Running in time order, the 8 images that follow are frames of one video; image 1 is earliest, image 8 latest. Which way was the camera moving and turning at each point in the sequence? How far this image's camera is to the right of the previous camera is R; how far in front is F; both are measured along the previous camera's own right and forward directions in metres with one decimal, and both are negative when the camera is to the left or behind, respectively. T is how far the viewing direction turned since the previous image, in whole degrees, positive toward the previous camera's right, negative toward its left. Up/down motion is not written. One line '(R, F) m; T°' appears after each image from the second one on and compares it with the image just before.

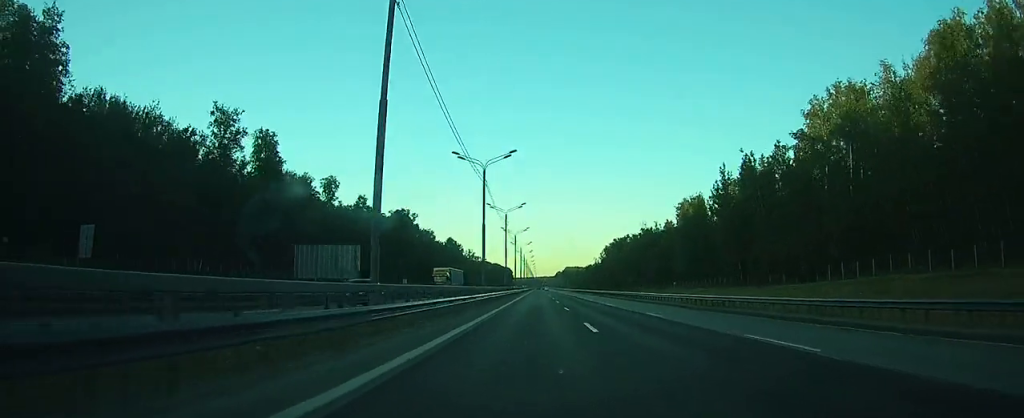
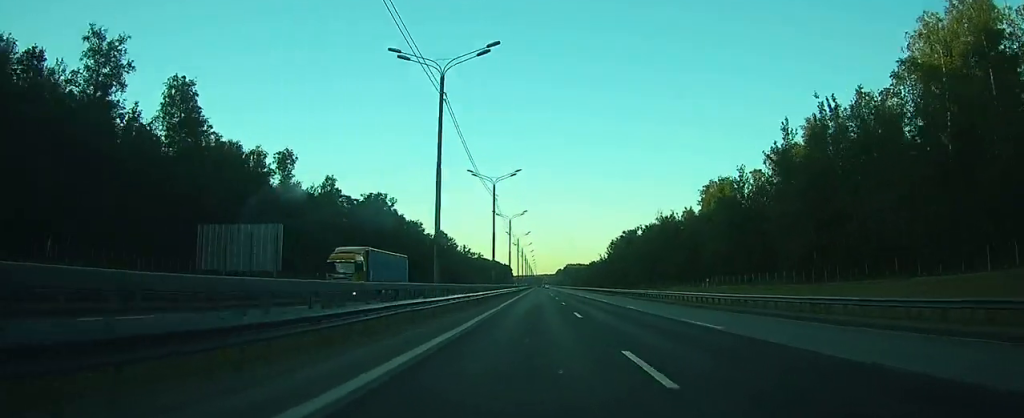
(0.0, +25.5) m; 0°
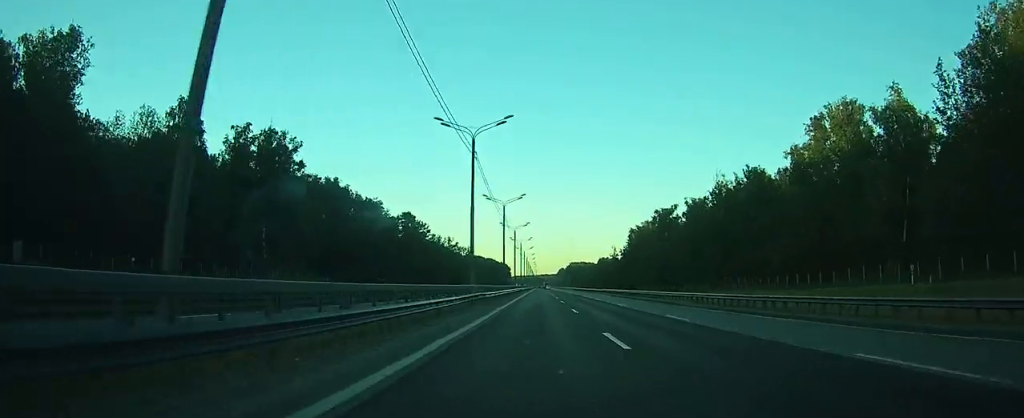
(0.0, +59.4) m; 0°
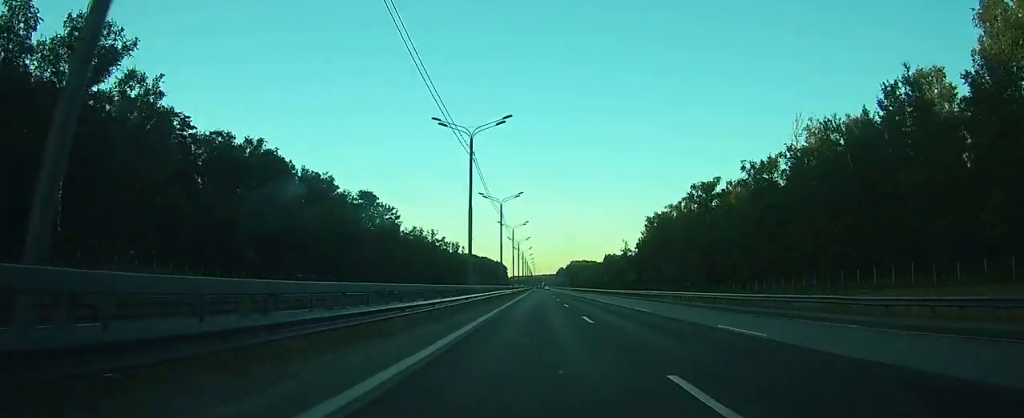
(-0.1, +39.6) m; 0°
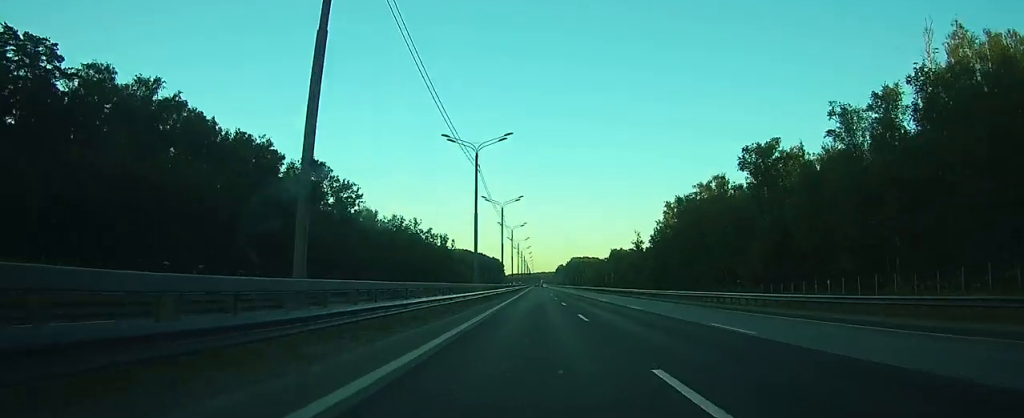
(0.0, +31.4) m; 0°
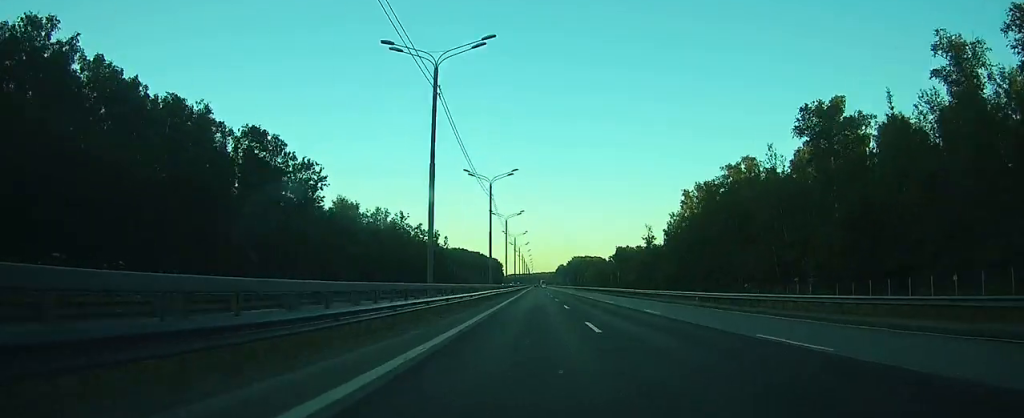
(0.0, +20.8) m; 0°
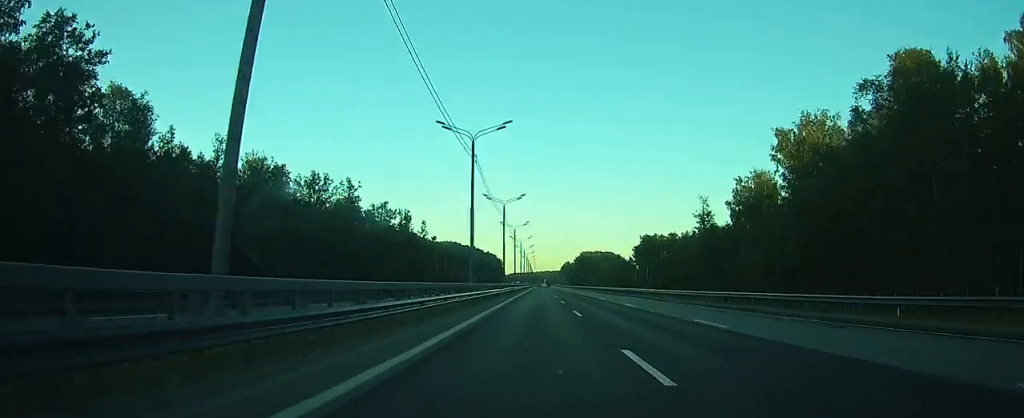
(+0.1, +57.3) m; 0°
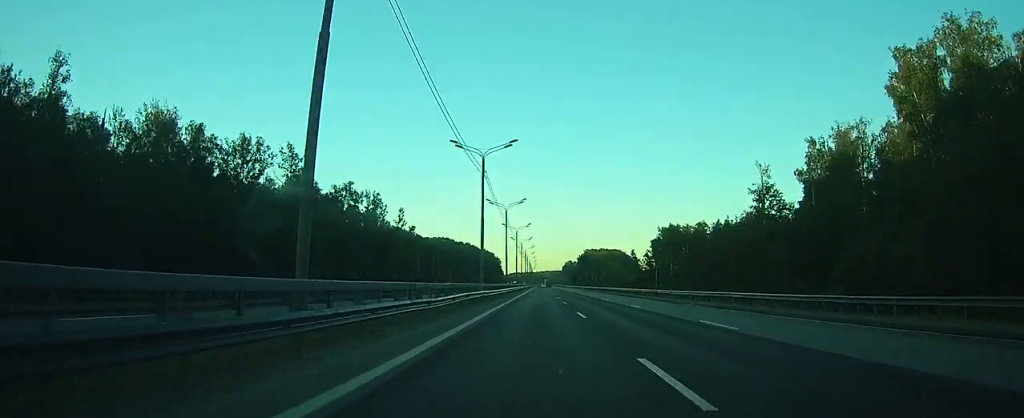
(-0.1, +33.8) m; 0°
